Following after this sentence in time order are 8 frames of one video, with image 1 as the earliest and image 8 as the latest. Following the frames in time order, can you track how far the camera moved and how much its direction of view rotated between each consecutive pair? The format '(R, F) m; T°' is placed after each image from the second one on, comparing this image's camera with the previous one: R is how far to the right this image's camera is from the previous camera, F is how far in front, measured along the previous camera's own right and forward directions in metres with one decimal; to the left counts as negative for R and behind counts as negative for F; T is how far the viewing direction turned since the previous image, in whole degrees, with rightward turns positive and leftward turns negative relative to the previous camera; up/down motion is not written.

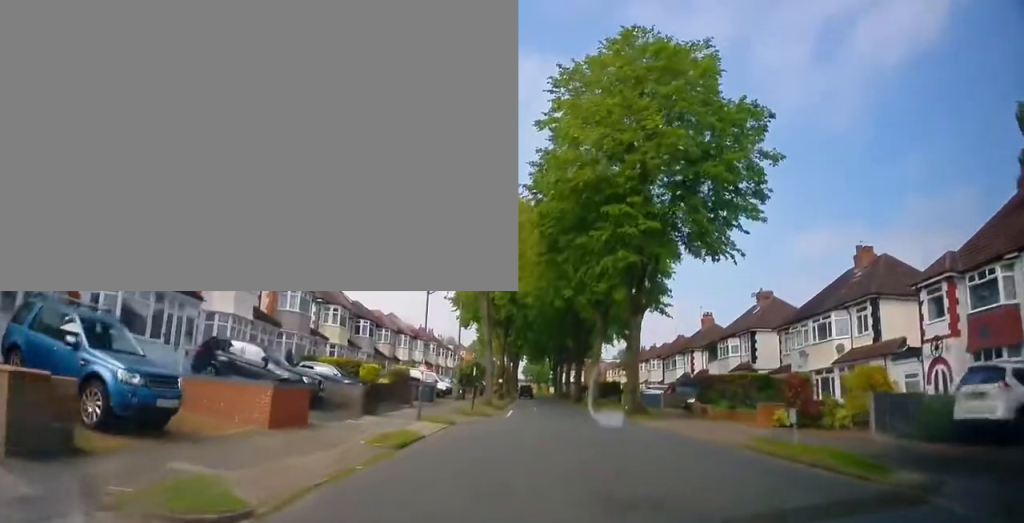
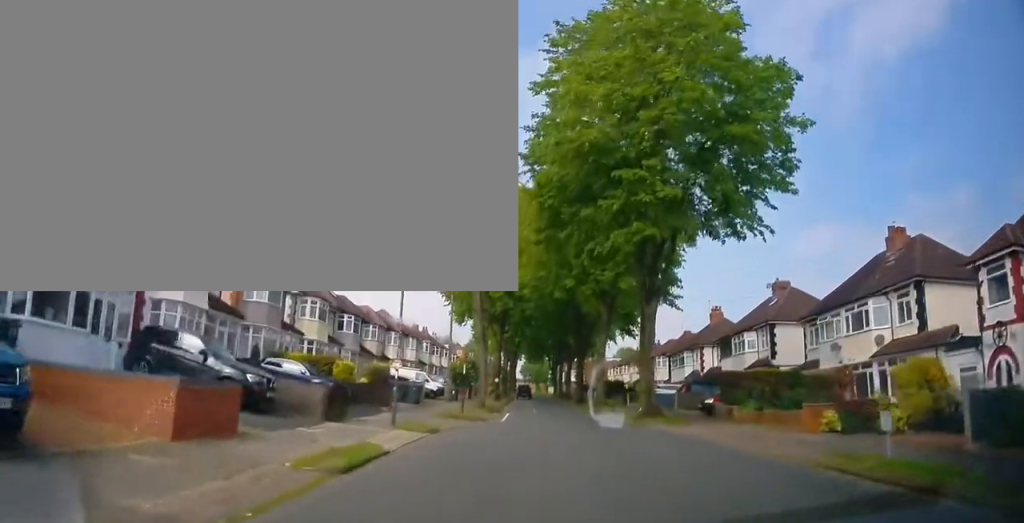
(0.0, +3.6) m; 0°
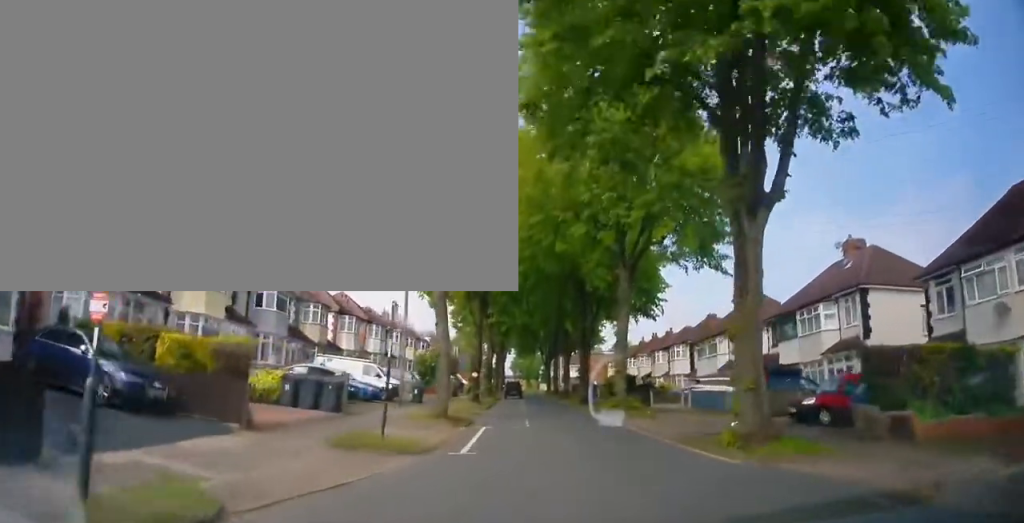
(0.0, +12.2) m; 0°
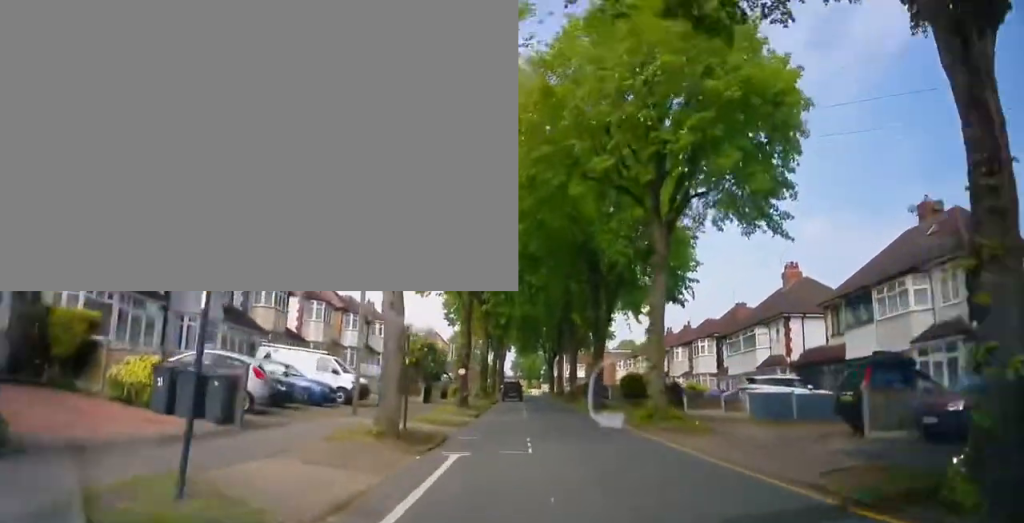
(0.0, +6.8) m; 0°
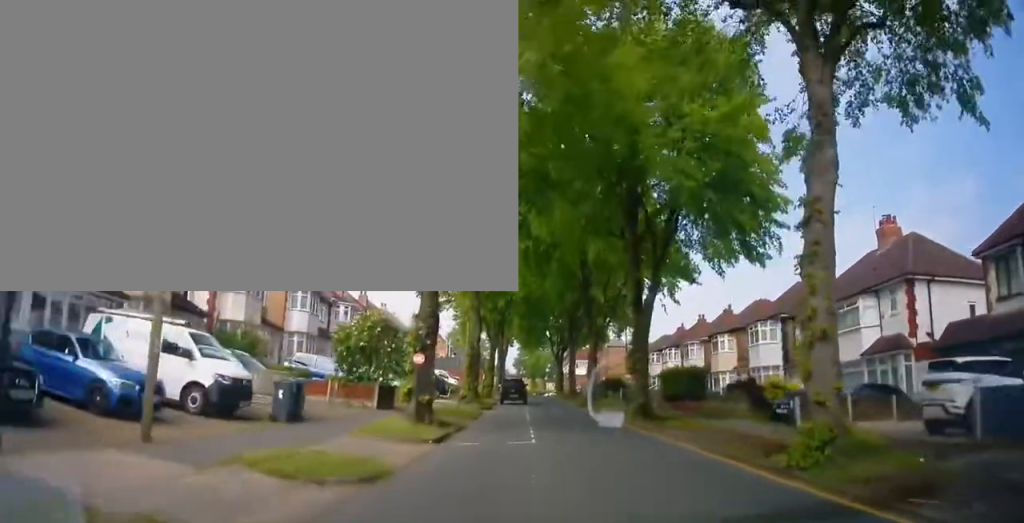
(0.0, +11.7) m; 0°
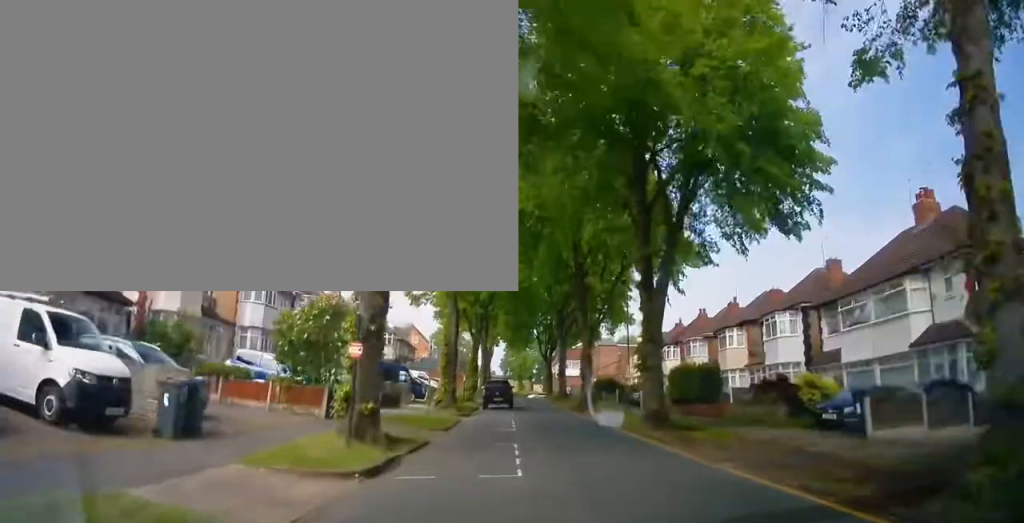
(0.0, +4.7) m; 0°
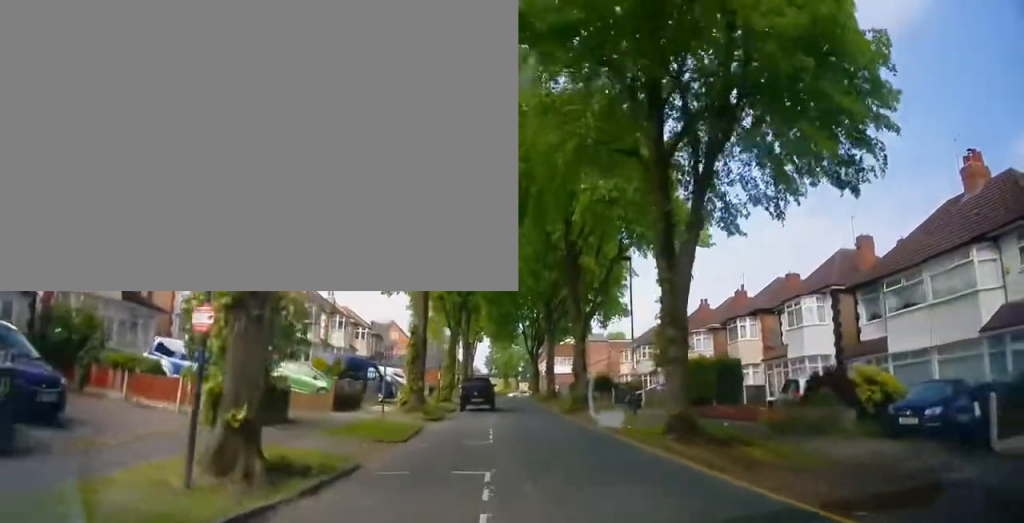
(0.0, +4.8) m; 0°
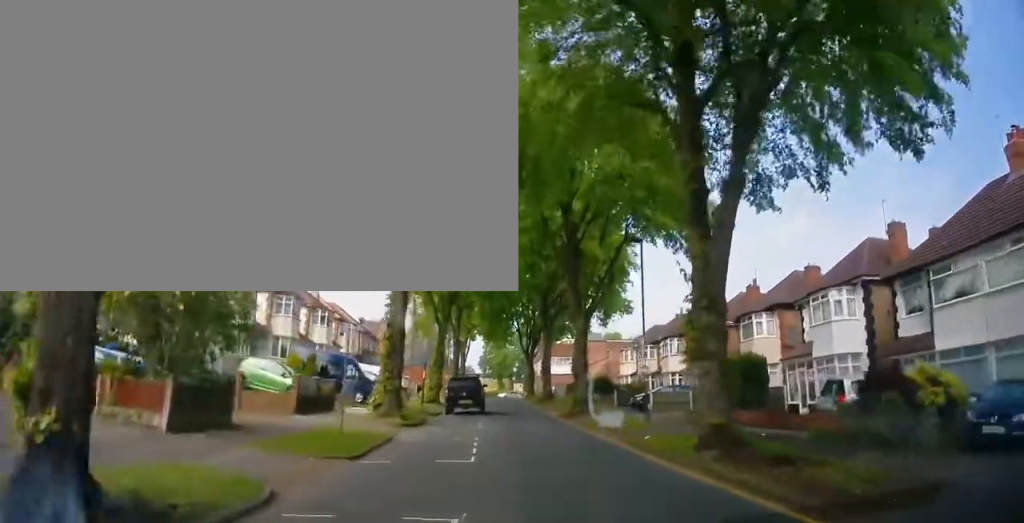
(0.0, +3.2) m; +2°
